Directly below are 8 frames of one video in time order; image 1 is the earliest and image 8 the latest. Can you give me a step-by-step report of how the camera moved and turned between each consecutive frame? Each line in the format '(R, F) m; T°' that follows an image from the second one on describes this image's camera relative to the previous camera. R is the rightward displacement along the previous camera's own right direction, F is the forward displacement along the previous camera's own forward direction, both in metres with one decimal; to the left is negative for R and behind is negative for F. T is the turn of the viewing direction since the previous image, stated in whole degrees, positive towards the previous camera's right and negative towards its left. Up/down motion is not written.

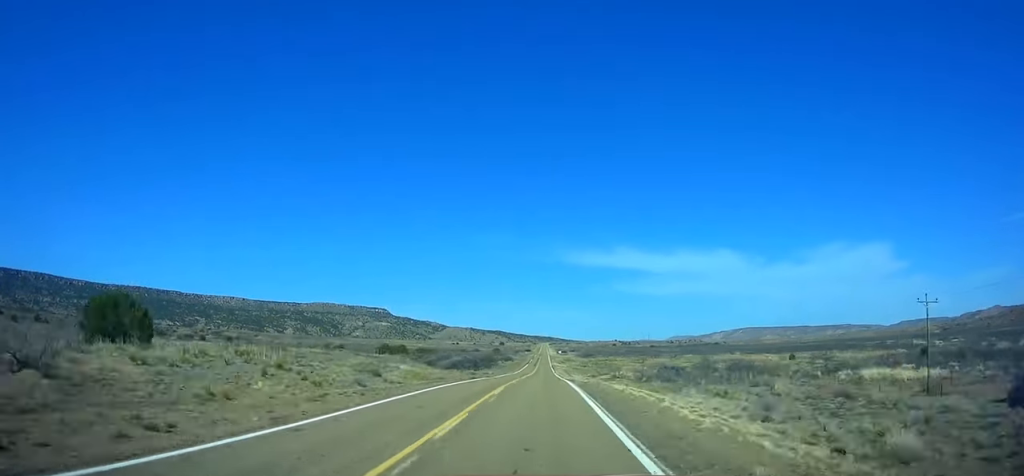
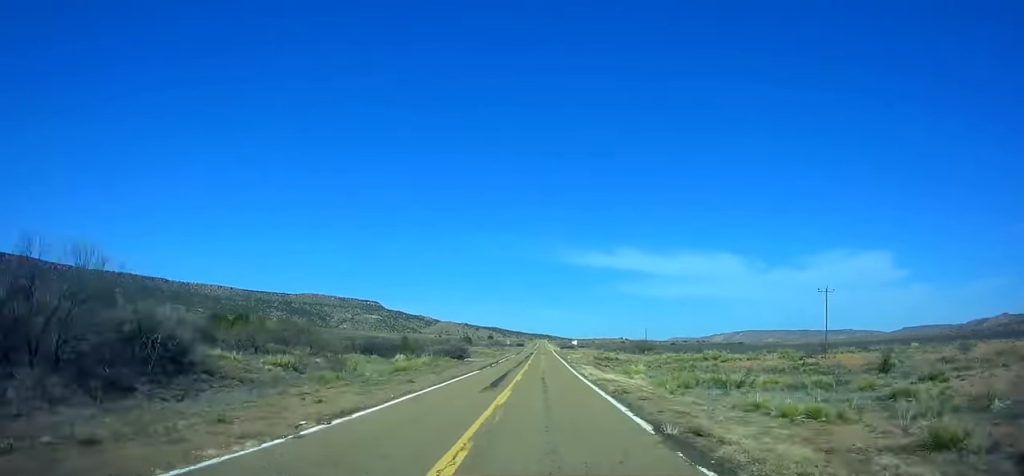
(+0.5, +126.9) m; +1°
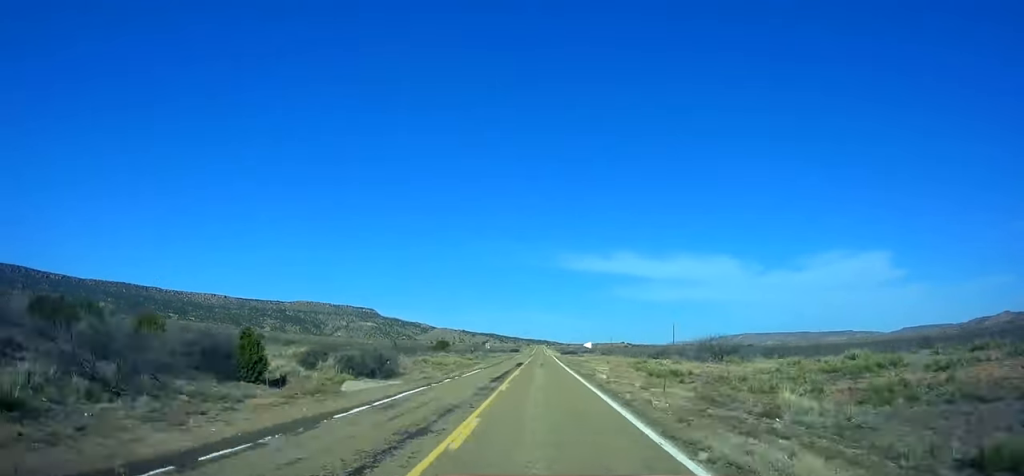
(0.0, +43.9) m; 0°
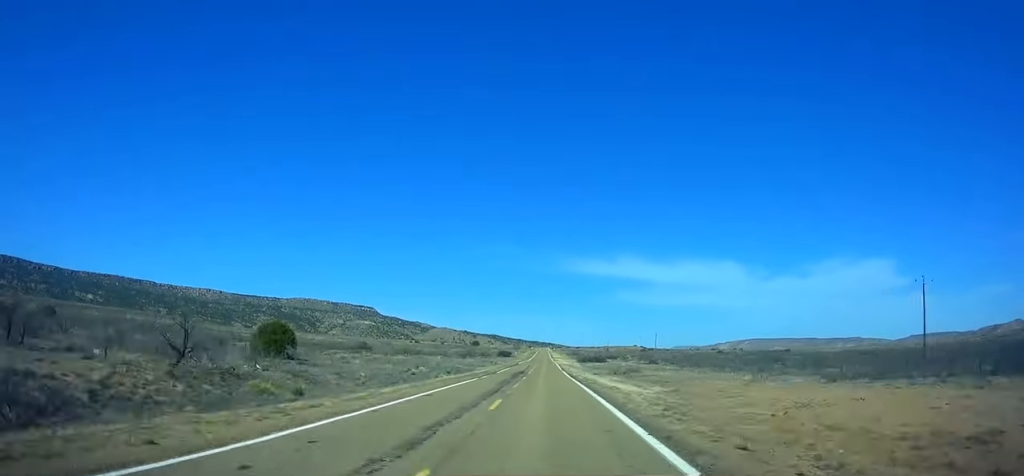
(-0.5, +104.1) m; 0°
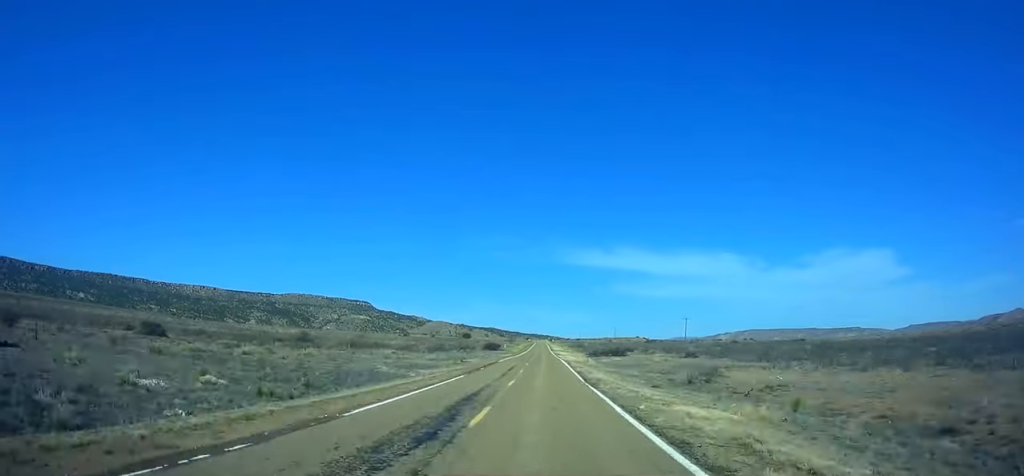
(0.0, +41.0) m; 0°
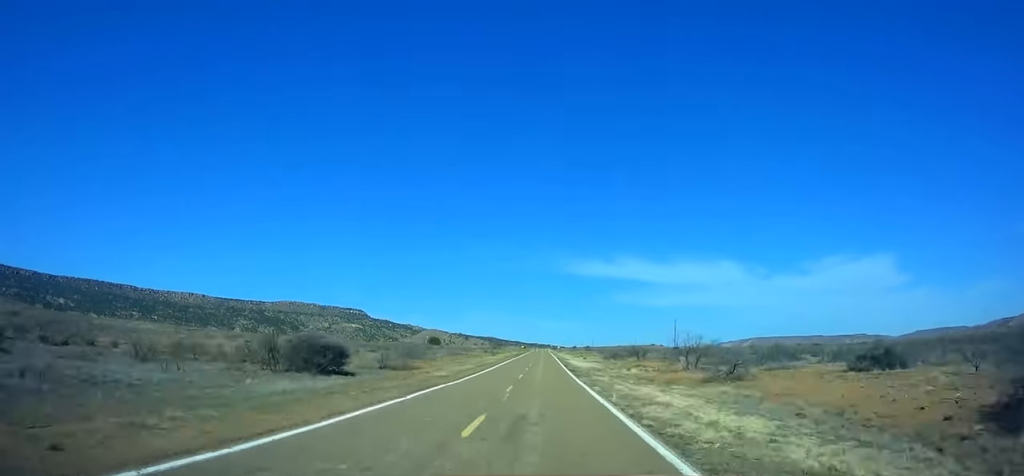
(-0.2, +123.1) m; -1°
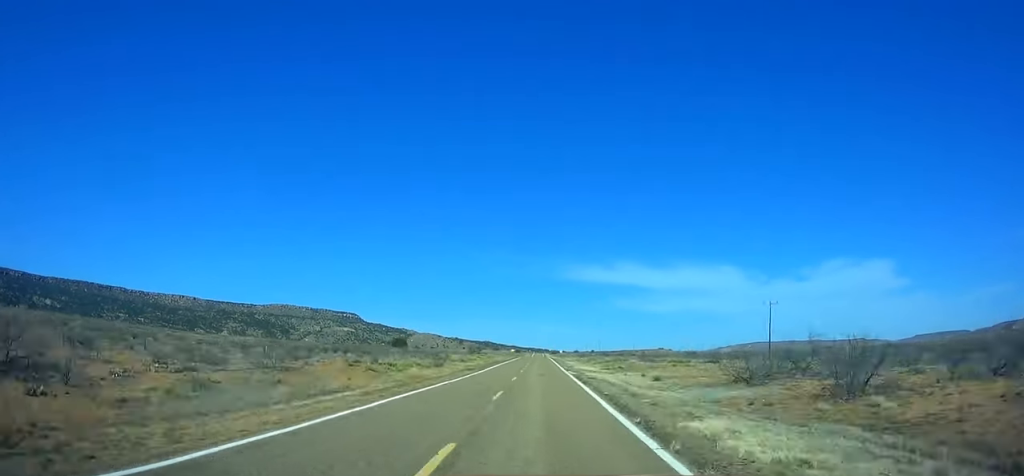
(-0.3, +65.5) m; 0°
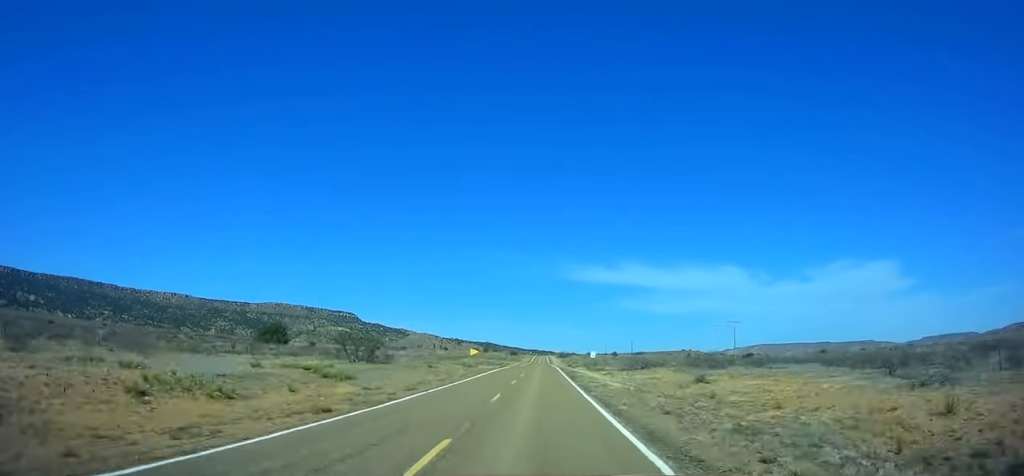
(+0.3, +109.0) m; 0°
